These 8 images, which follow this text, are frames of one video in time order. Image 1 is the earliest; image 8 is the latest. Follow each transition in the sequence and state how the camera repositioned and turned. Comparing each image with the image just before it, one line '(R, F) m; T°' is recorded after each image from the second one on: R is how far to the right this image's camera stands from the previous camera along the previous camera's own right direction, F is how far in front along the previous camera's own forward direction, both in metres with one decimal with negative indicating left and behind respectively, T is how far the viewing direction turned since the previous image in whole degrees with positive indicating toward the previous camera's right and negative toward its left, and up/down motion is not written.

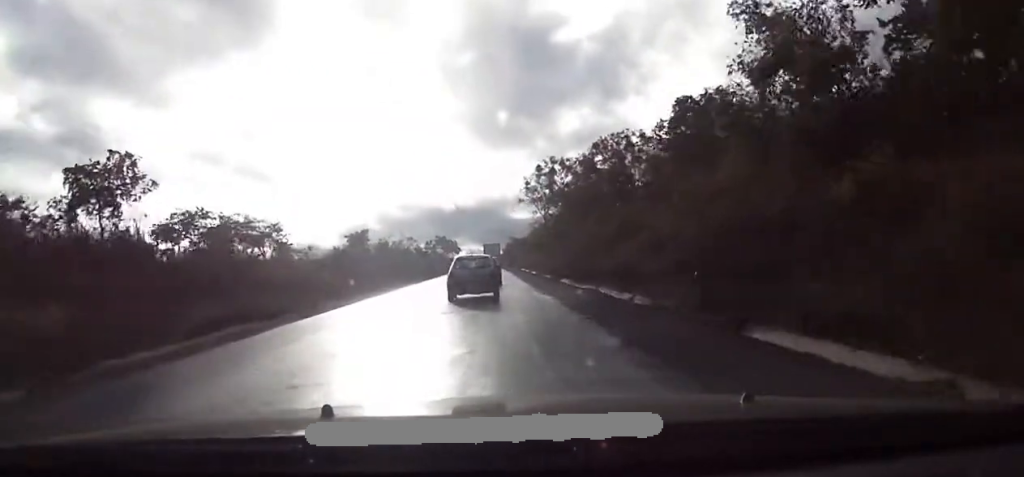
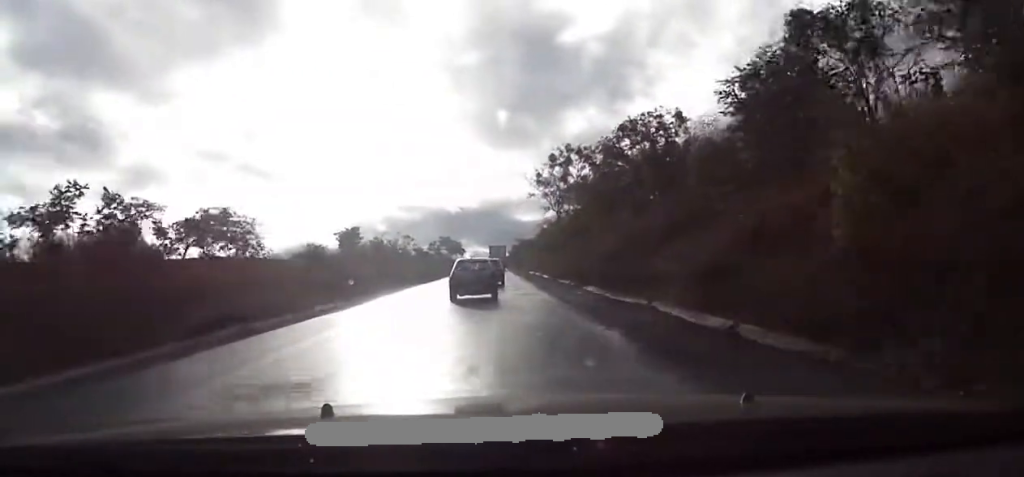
(0.0, +9.4) m; 0°
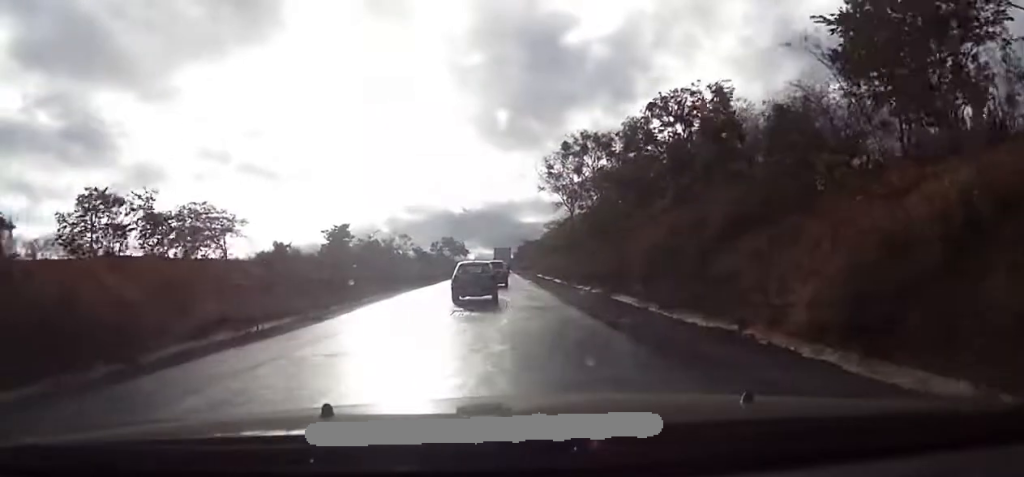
(+0.1, +7.7) m; +1°
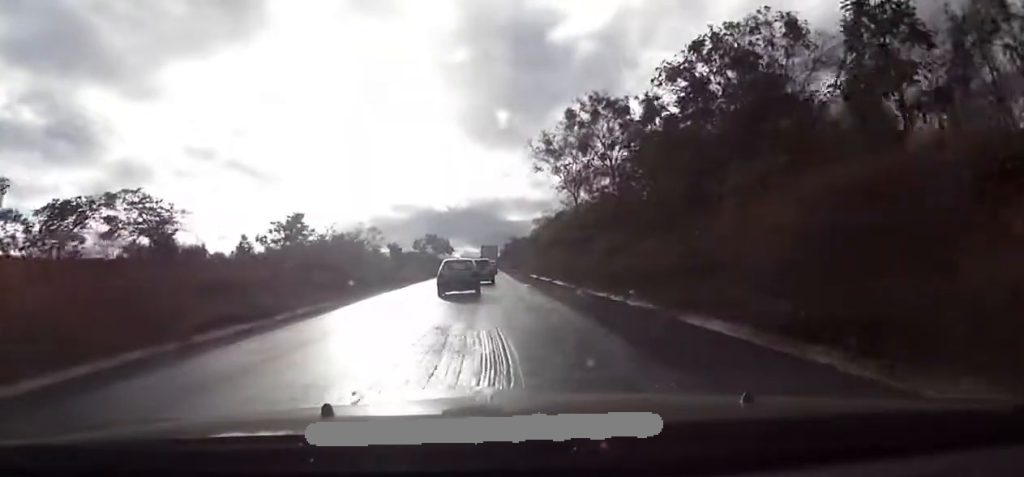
(0.0, +12.0) m; 0°
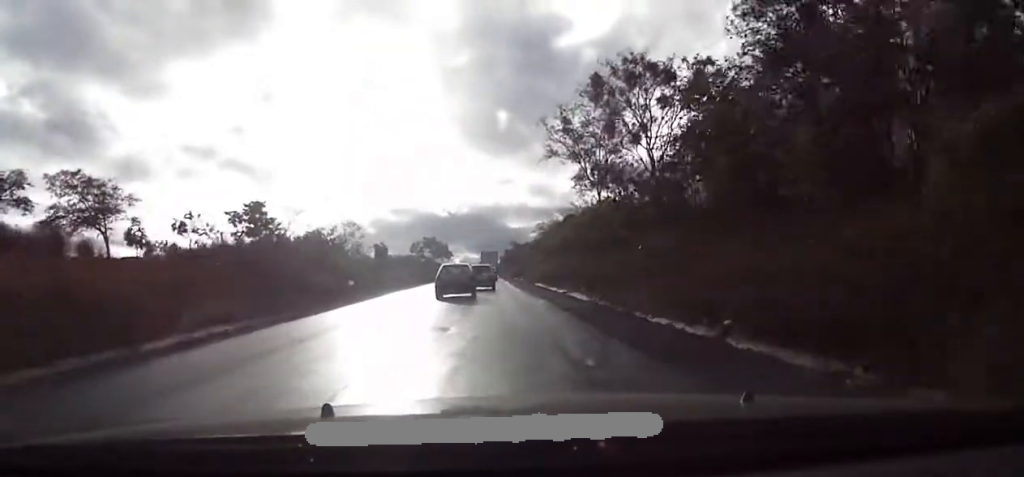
(0.0, +10.3) m; 0°
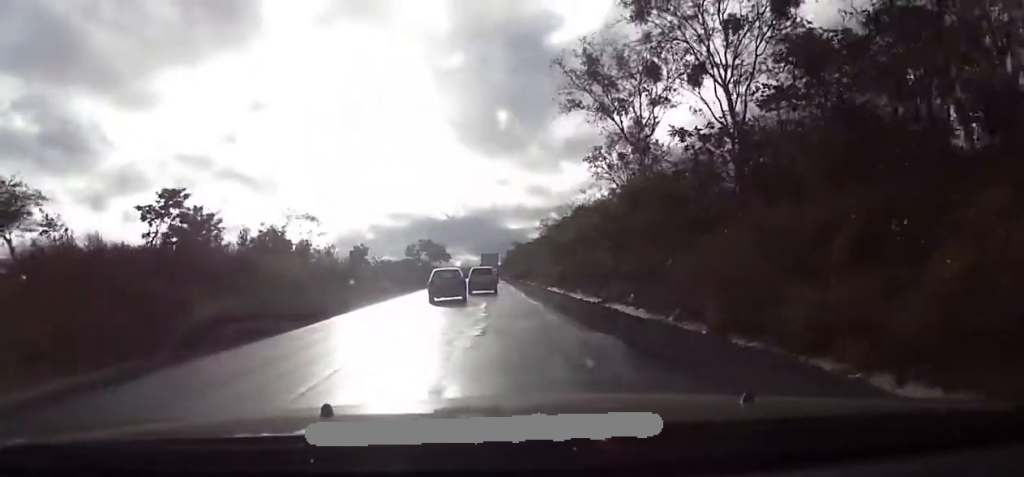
(0.0, +12.2) m; +2°
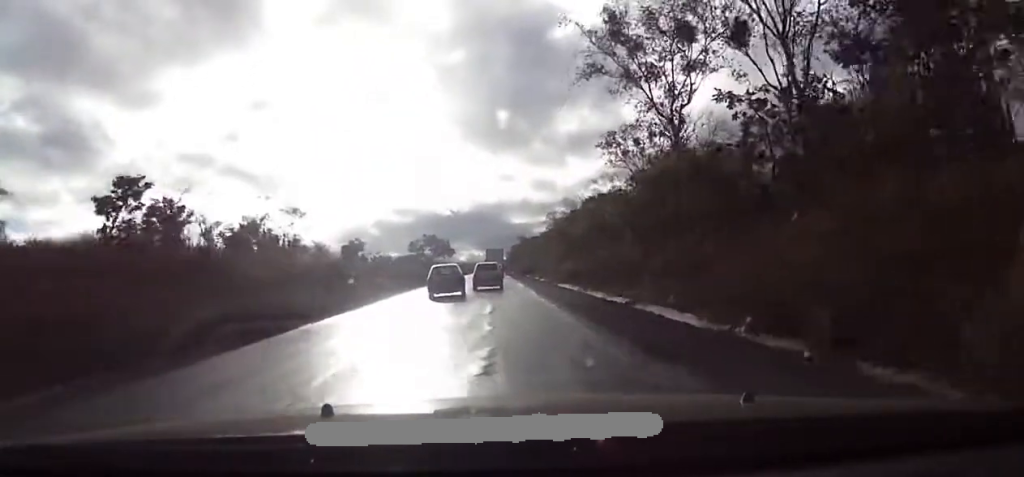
(+0.1, +4.8) m; 0°
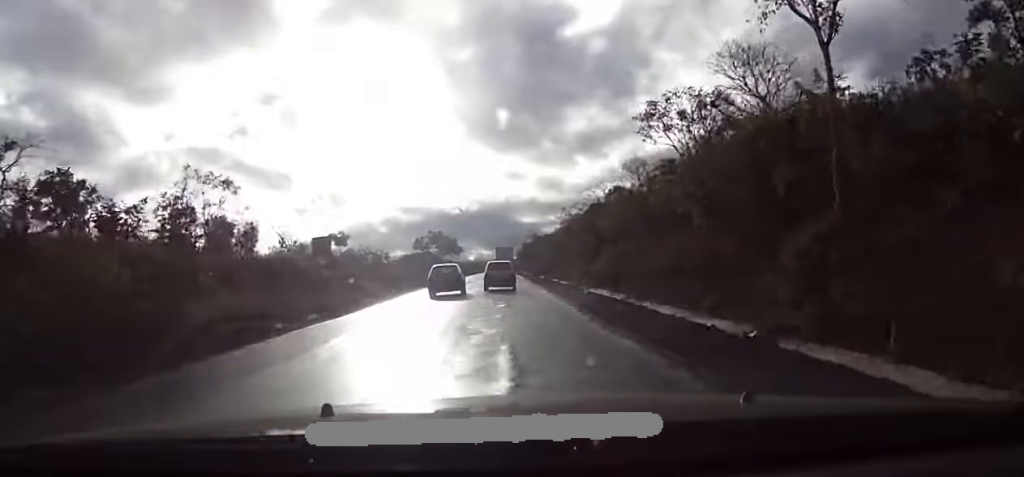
(+0.1, +10.9) m; -1°
